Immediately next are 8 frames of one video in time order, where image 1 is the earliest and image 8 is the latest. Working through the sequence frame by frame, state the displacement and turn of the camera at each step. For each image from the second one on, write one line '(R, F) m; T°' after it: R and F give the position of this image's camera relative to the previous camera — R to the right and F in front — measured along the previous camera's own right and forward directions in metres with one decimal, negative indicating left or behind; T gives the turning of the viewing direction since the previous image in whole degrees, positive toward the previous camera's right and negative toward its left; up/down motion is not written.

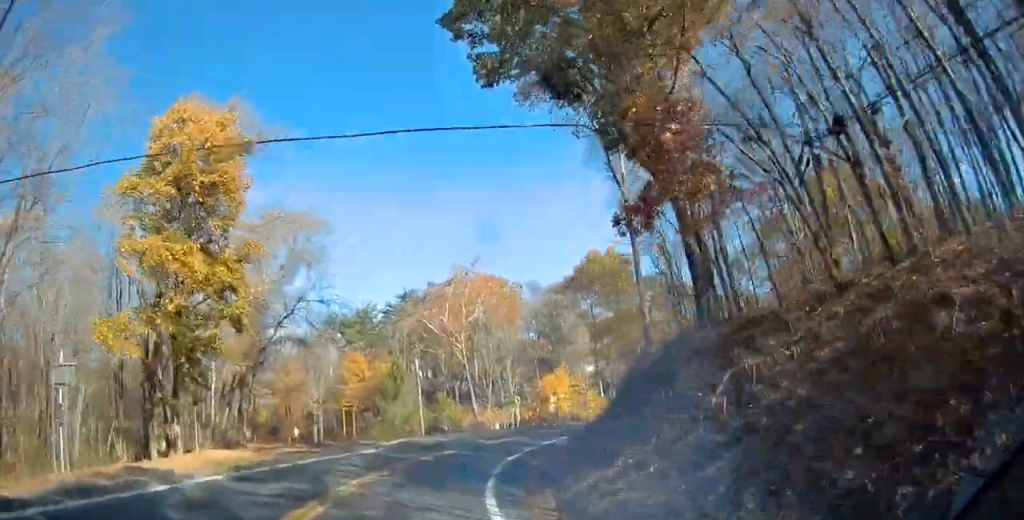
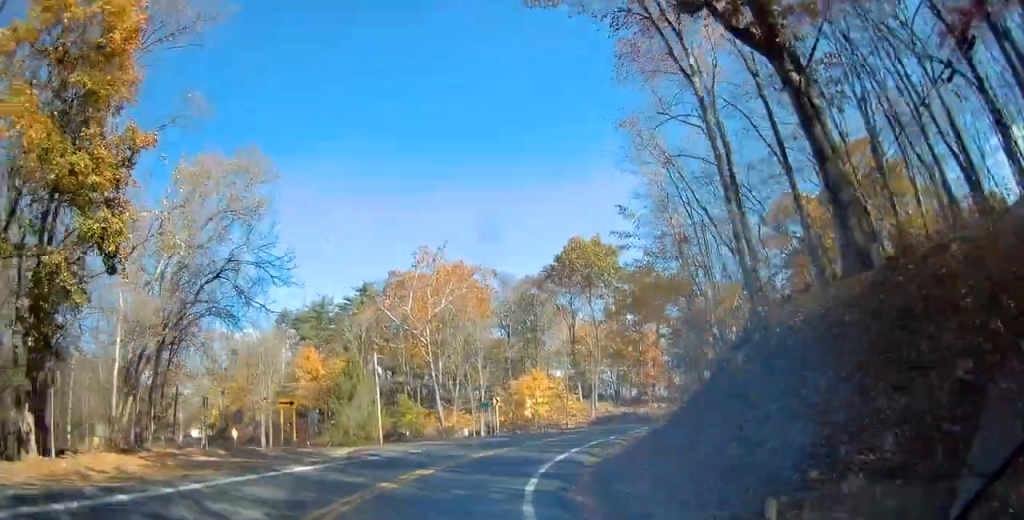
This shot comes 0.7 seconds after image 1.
(0.0, +9.9) m; +4°
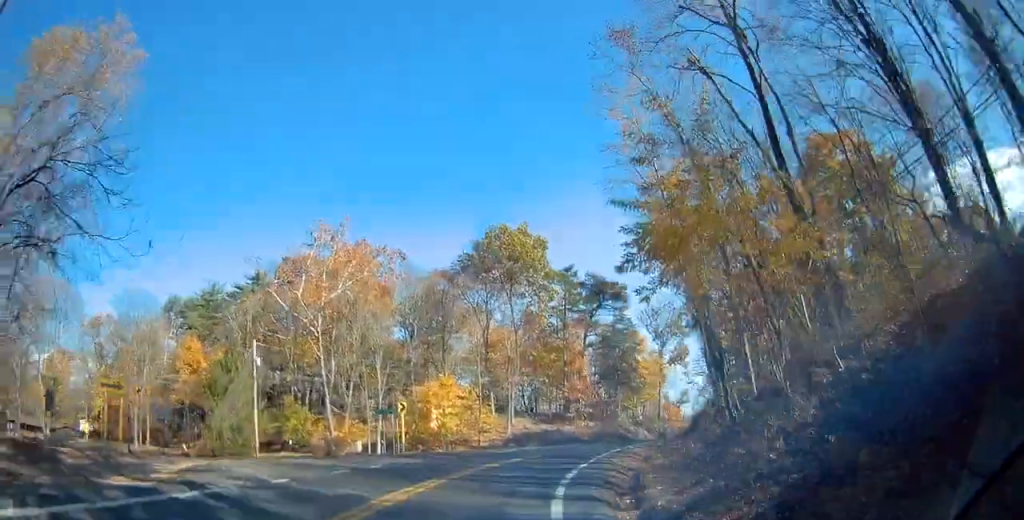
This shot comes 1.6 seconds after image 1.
(+0.4, +11.4) m; +10°
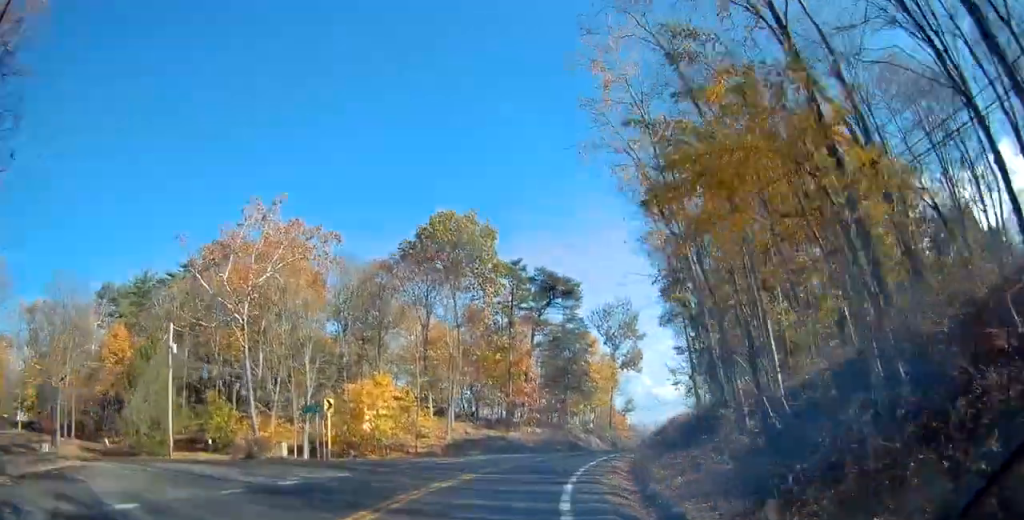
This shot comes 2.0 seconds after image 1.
(+0.8, +5.9) m; +6°
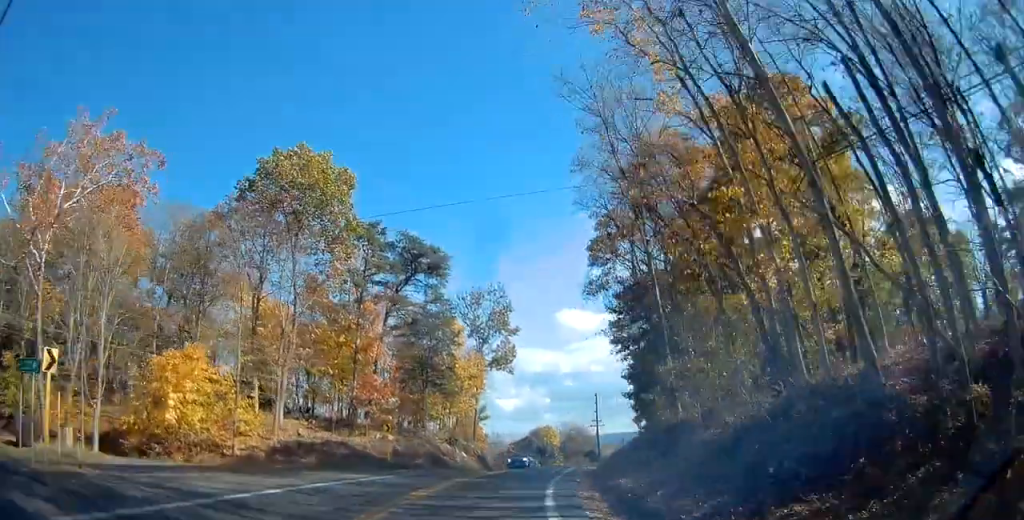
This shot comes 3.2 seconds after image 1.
(+1.4, +13.6) m; +12°
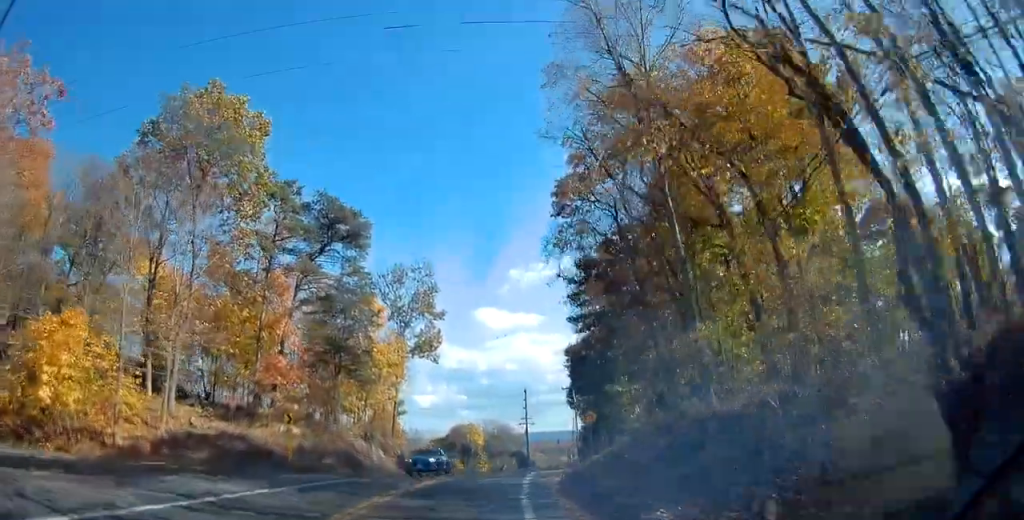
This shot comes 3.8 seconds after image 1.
(+0.6, +6.9) m; +7°
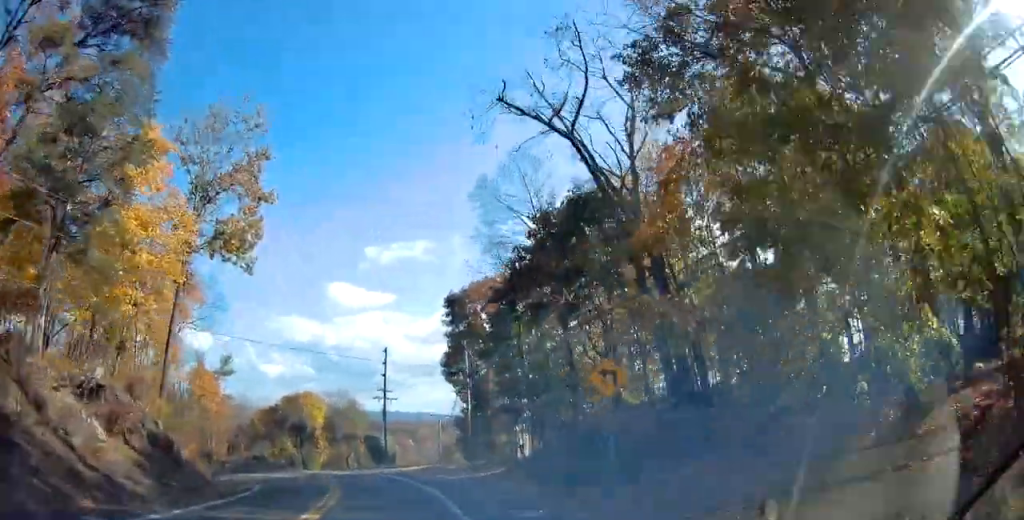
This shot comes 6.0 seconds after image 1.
(+4.2, +21.7) m; +19°
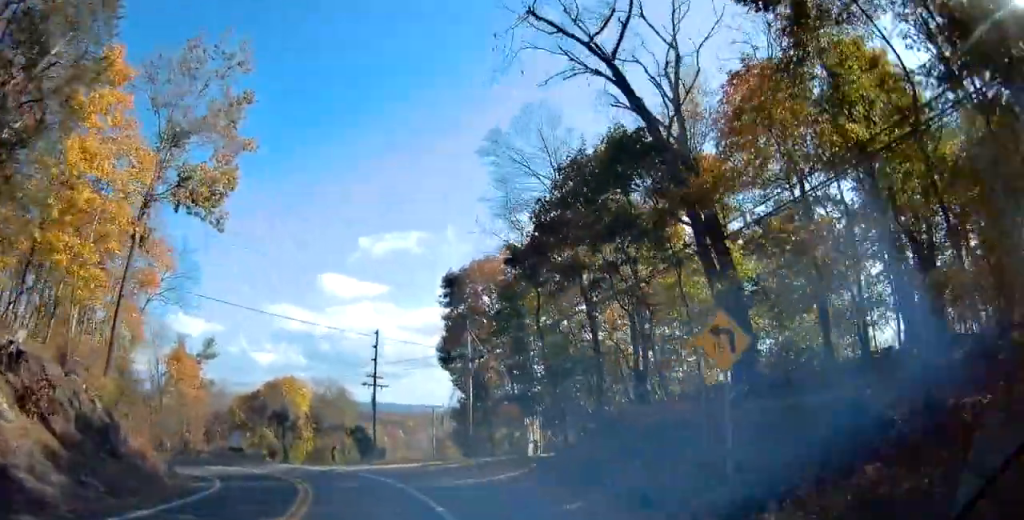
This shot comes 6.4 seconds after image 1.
(+0.2, +4.9) m; +2°
